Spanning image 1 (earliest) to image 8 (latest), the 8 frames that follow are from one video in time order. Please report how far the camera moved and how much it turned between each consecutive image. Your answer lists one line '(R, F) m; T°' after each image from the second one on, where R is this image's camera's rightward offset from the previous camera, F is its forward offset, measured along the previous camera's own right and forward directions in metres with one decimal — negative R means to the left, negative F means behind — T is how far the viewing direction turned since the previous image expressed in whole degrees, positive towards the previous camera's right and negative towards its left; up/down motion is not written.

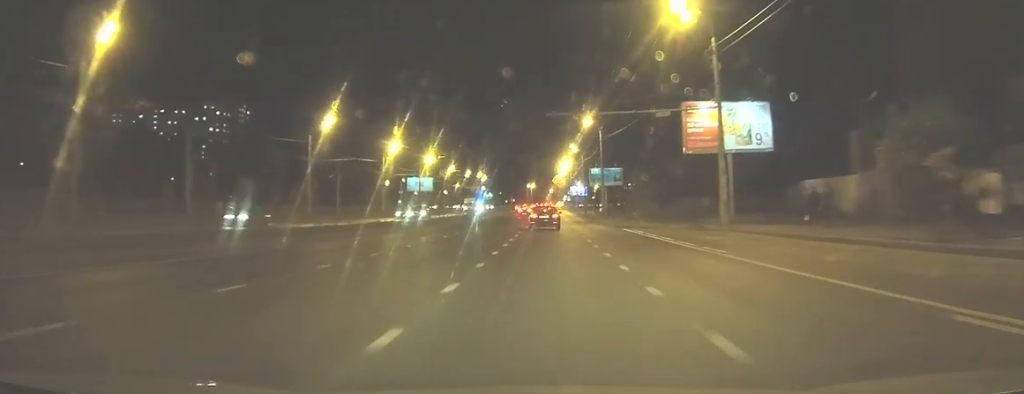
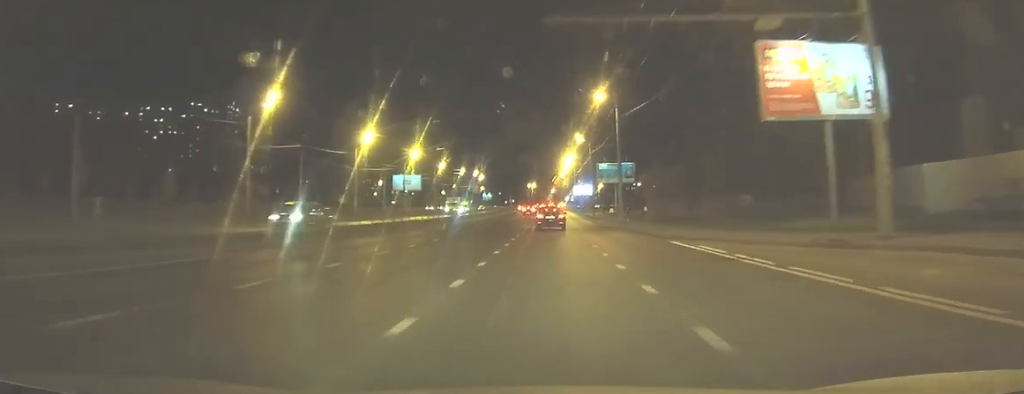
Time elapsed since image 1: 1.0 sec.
(0.0, +15.3) m; +1°
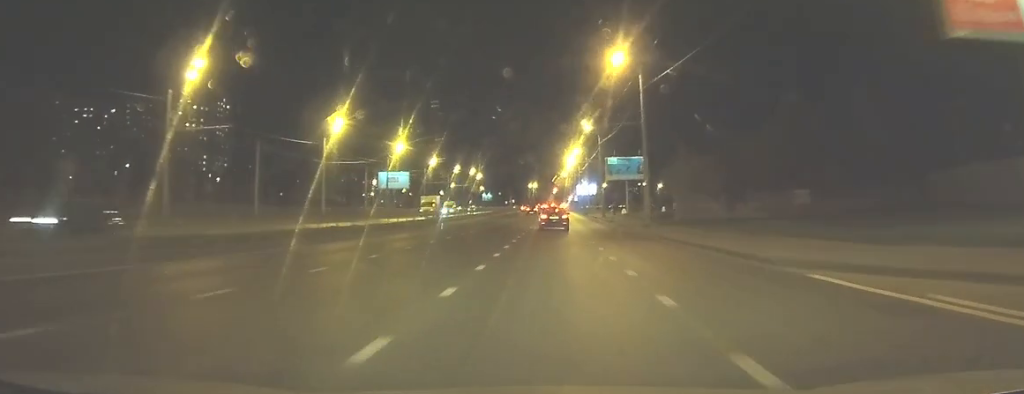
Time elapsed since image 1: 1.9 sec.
(+0.2, +13.2) m; 0°
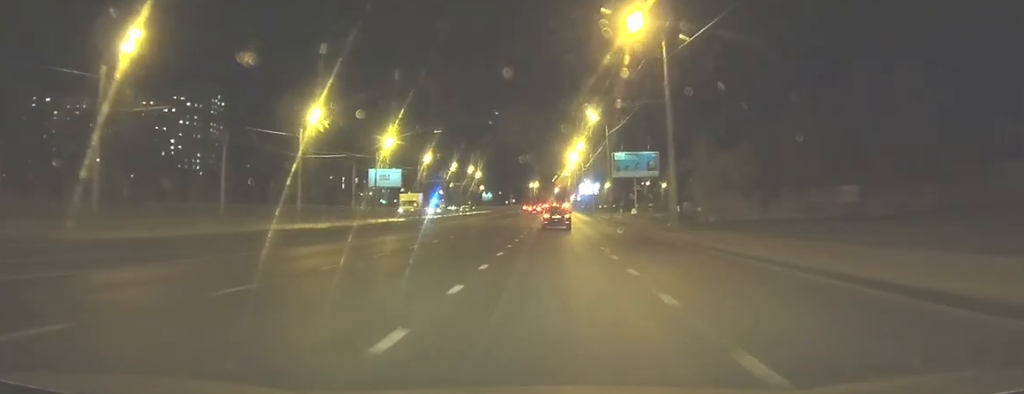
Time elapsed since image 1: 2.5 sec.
(0.0, +7.8) m; 0°
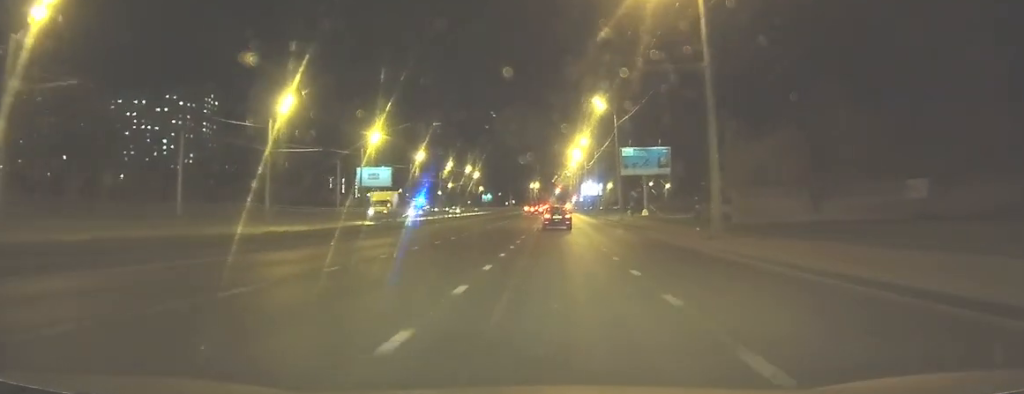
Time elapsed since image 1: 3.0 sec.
(-0.1, +7.8) m; -1°
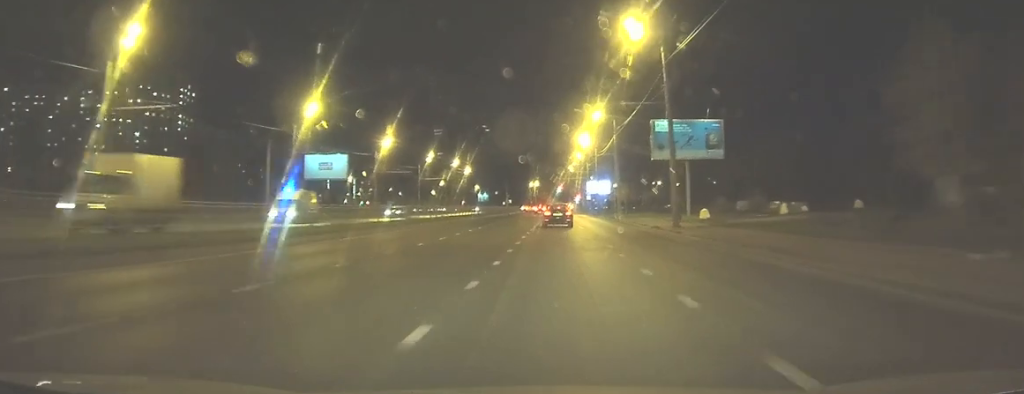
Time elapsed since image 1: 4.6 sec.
(-0.2, +23.6) m; 0°
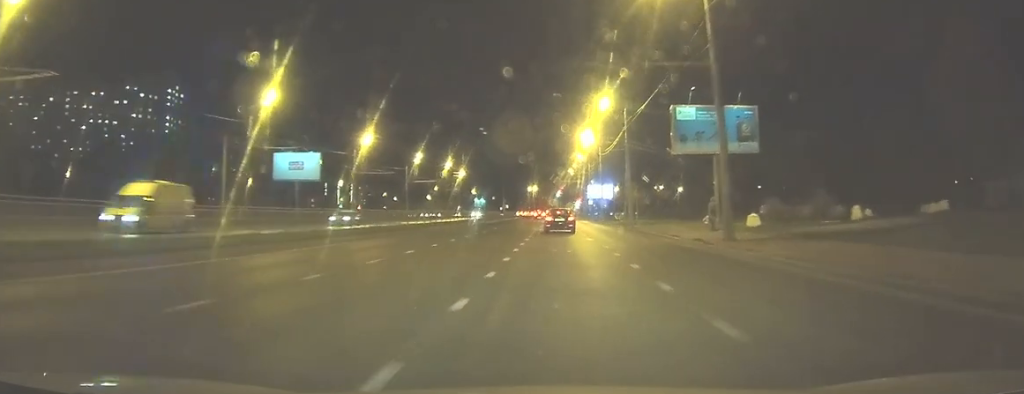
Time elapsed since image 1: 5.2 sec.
(0.0, +9.4) m; 0°
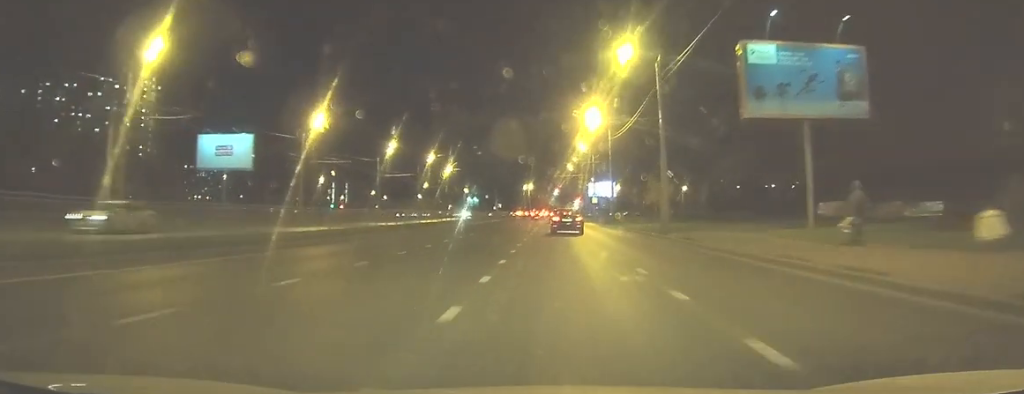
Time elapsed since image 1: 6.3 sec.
(0.0, +16.5) m; 0°
